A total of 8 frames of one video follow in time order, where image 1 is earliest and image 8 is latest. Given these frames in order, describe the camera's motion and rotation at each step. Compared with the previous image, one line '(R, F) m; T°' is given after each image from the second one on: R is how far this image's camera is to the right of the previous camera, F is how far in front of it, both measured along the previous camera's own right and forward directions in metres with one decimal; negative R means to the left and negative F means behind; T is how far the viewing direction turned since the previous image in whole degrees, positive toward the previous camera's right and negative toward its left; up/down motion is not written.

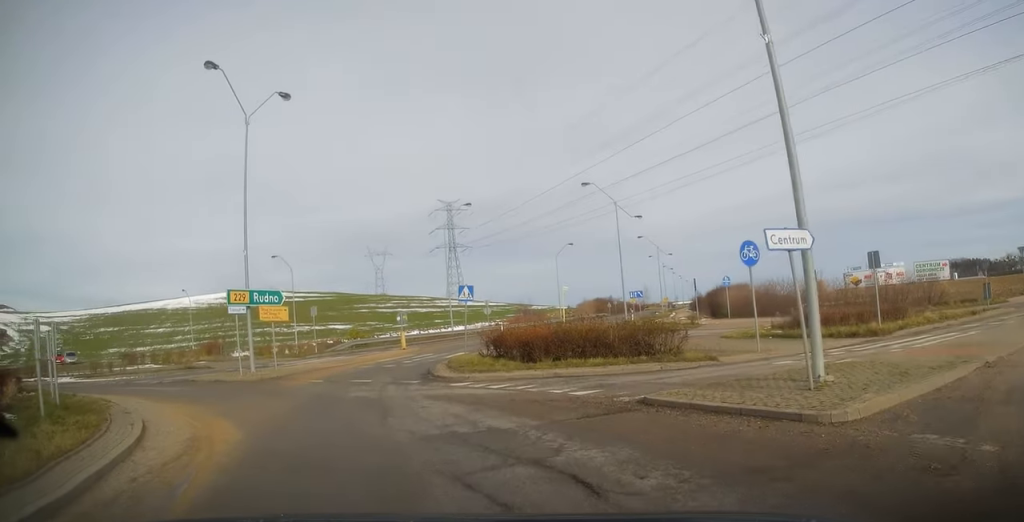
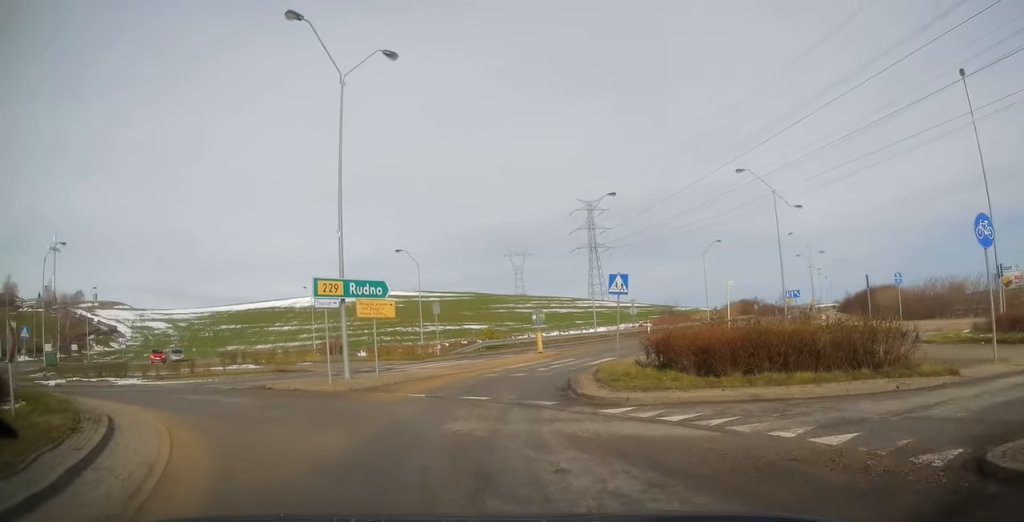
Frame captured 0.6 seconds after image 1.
(-1.1, +4.8) m; -9°
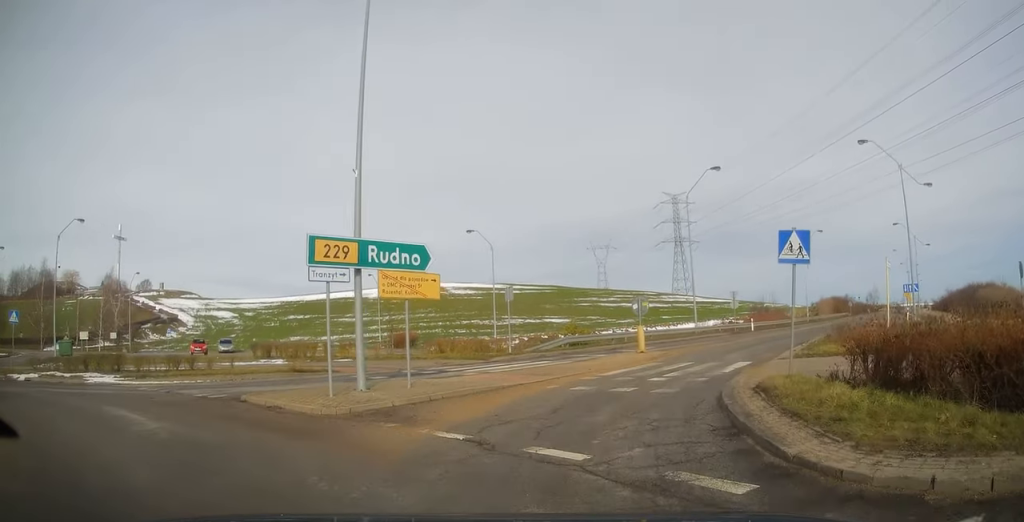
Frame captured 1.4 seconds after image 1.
(-0.8, +6.9) m; -5°
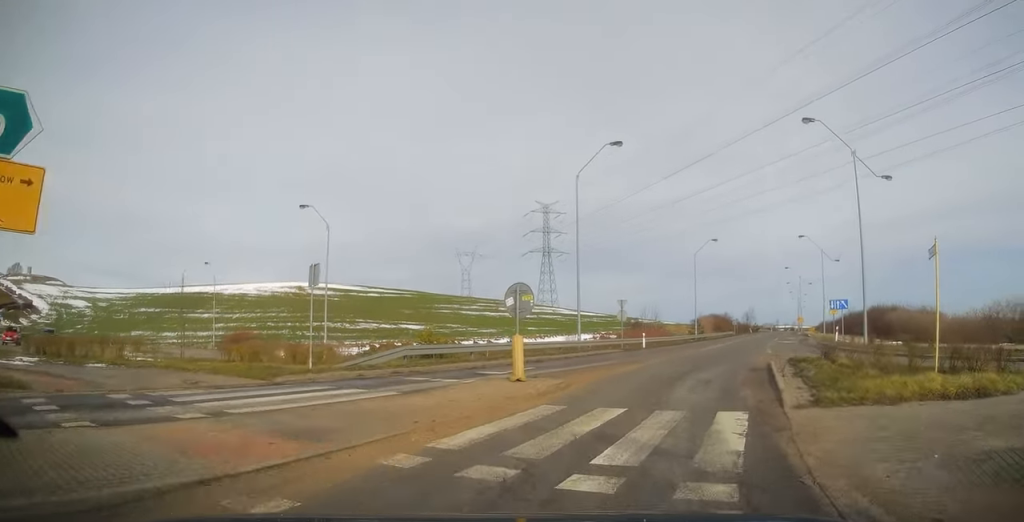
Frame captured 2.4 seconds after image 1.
(+0.2, +9.5) m; +6°
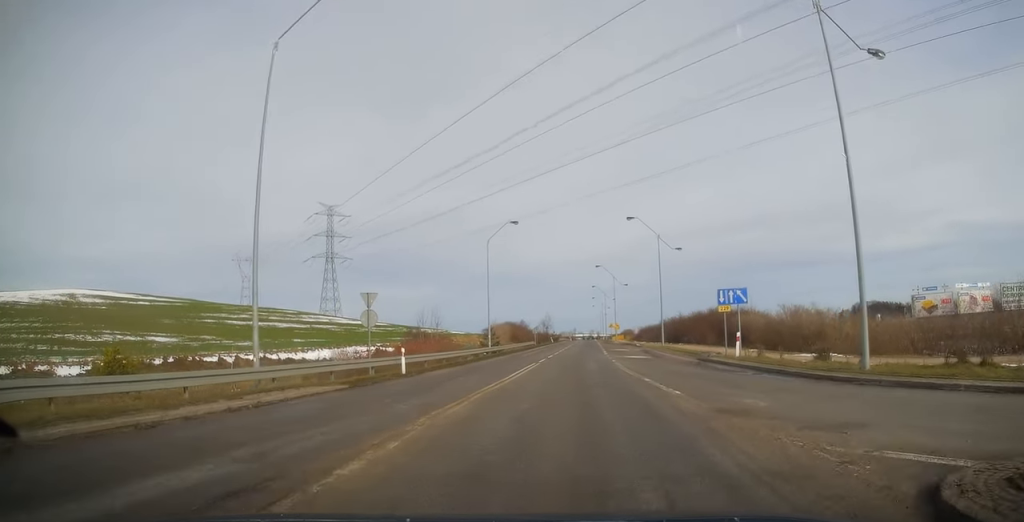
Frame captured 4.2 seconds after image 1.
(+2.6, +17.8) m; +16°
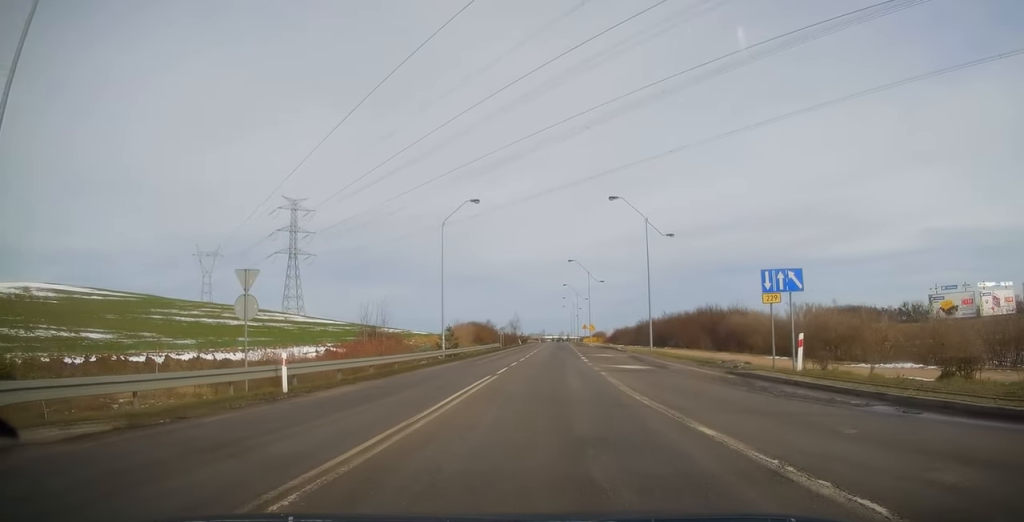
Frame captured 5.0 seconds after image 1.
(+0.5, +8.7) m; +5°
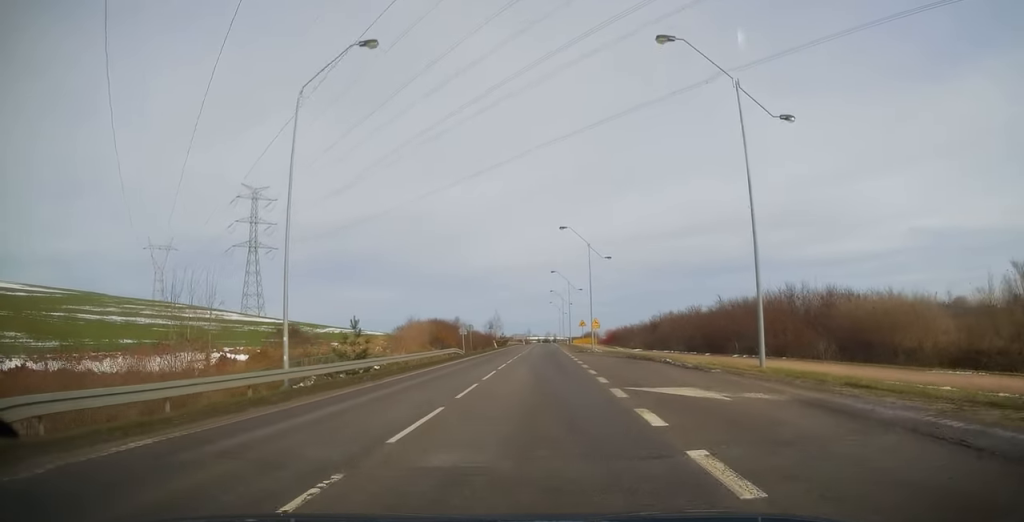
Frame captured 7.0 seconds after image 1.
(+0.9, +25.6) m; +3°
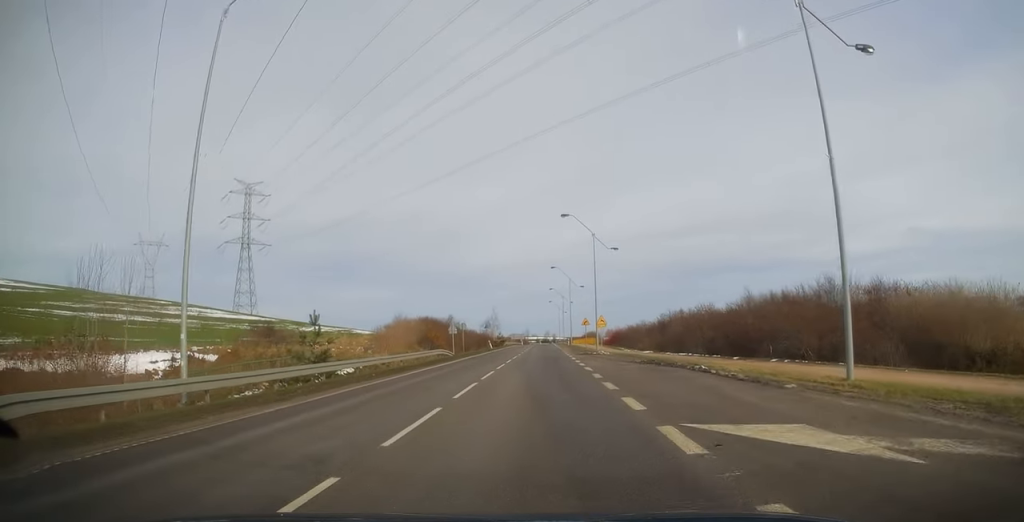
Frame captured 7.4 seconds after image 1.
(+0.1, +6.1) m; 0°
